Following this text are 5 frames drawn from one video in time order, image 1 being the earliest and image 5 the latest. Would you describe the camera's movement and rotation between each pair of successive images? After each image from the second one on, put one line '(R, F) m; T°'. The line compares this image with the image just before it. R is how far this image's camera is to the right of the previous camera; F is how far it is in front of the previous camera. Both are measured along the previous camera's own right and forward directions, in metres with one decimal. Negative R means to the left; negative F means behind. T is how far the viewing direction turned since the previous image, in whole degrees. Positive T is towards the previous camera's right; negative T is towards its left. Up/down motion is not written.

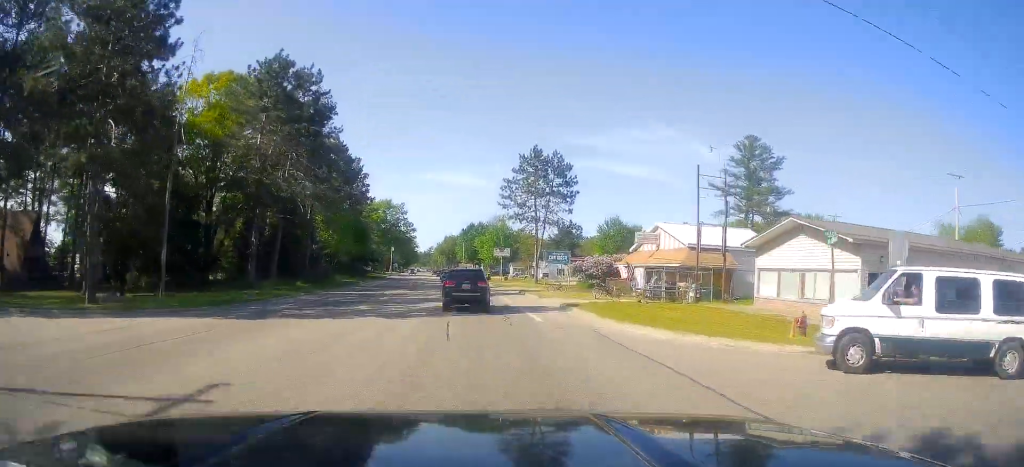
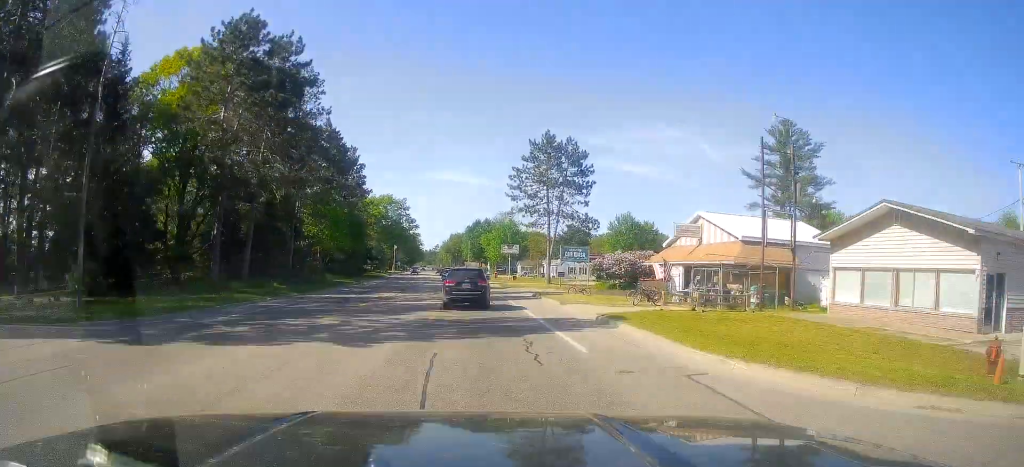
(+0.1, +7.4) m; 0°
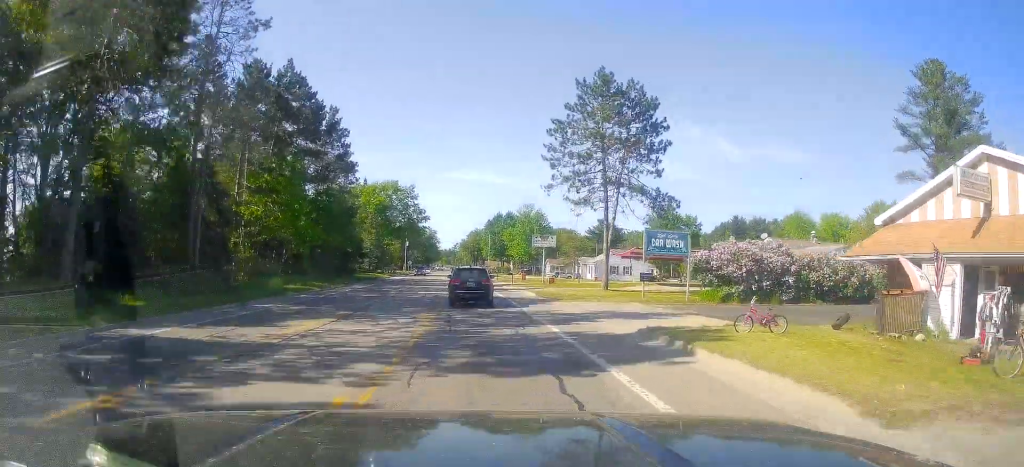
(-0.4, +22.2) m; -4°
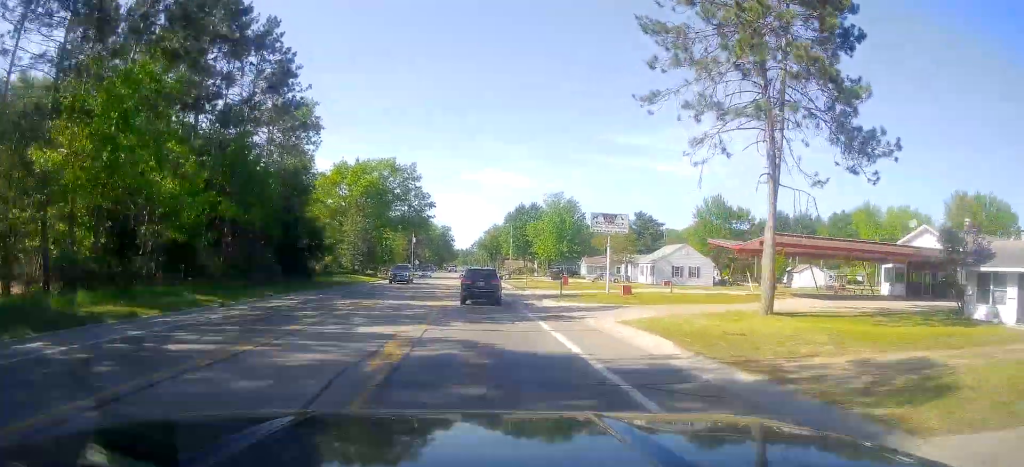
(-0.6, +24.4) m; 0°
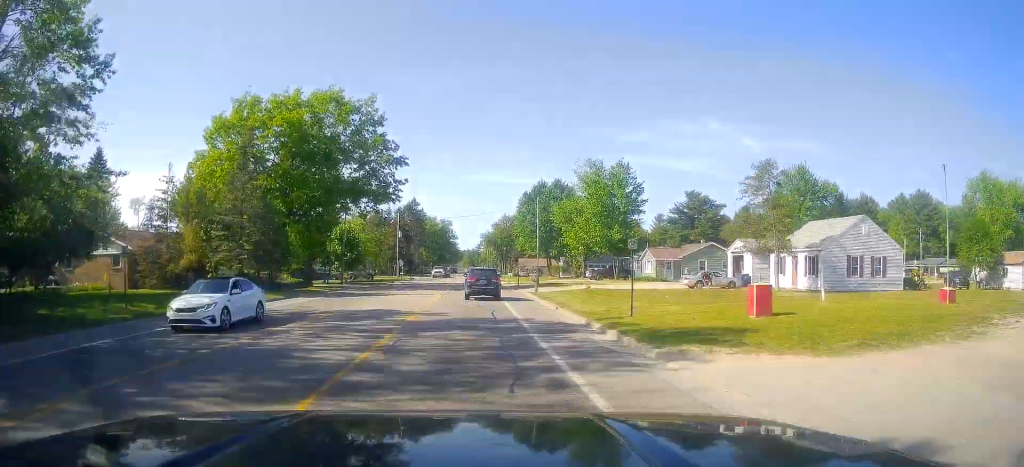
(-0.3, +37.8) m; -1°
